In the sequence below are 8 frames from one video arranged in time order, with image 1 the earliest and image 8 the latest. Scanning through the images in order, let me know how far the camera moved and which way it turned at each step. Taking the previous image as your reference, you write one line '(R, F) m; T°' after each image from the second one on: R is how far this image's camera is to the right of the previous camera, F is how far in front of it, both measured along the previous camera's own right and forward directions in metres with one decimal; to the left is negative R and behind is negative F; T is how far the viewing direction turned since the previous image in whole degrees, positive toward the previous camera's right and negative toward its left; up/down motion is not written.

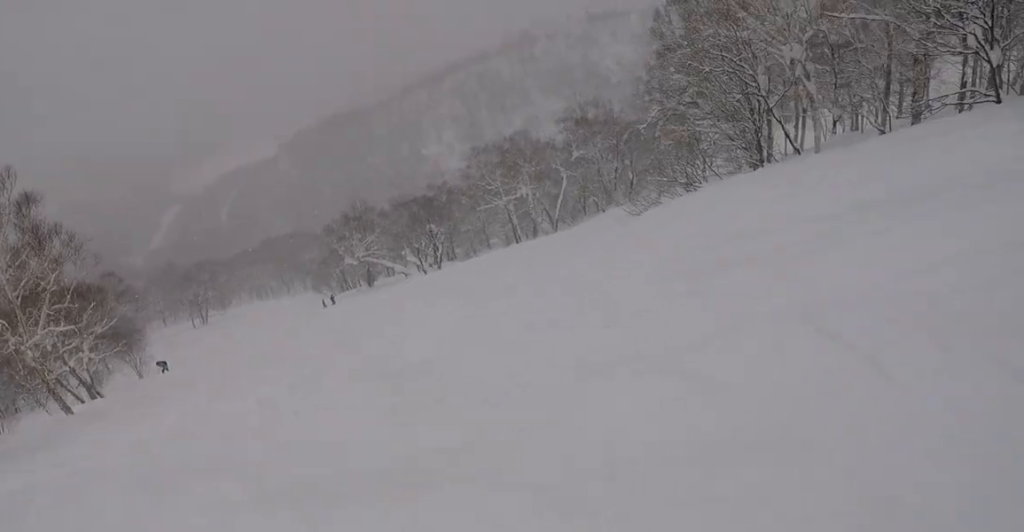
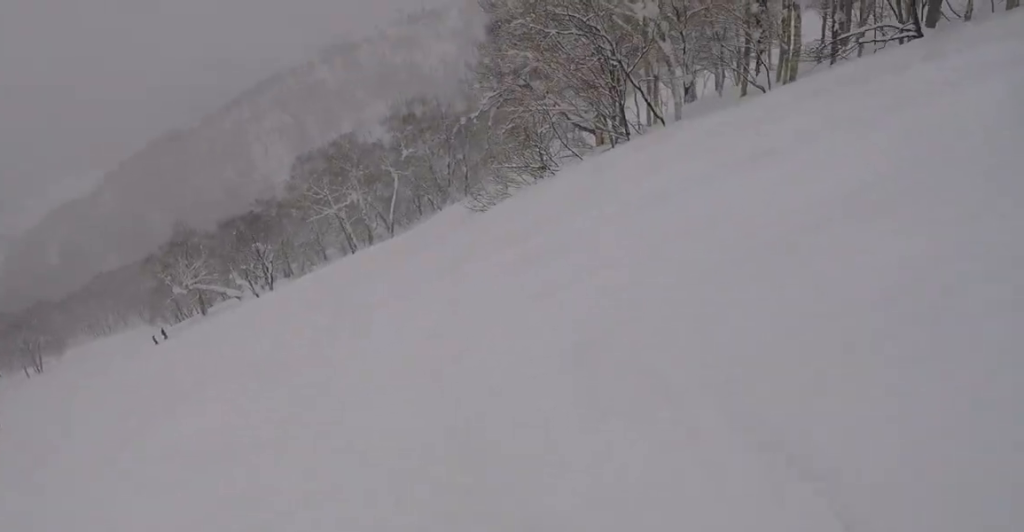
(+0.5, +2.8) m; +20°
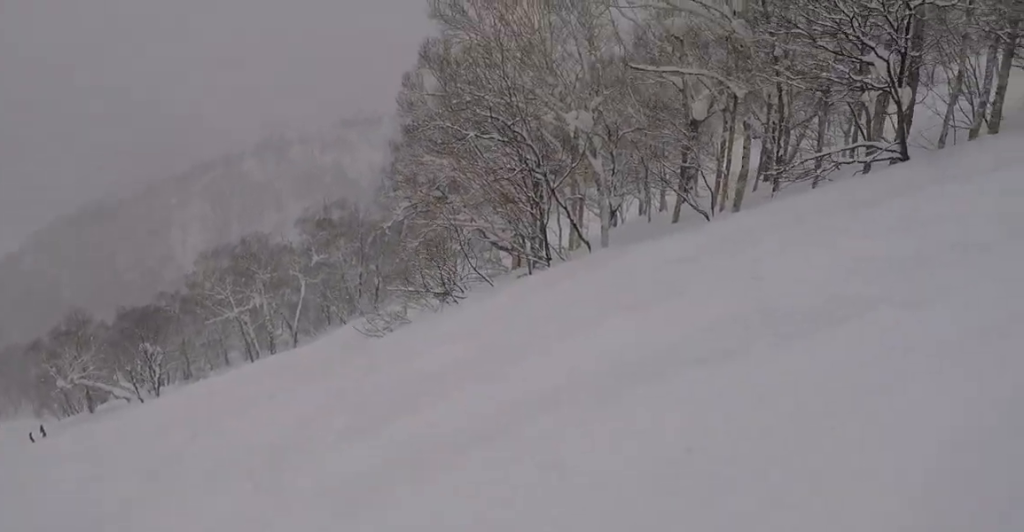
(+0.3, +2.2) m; +12°
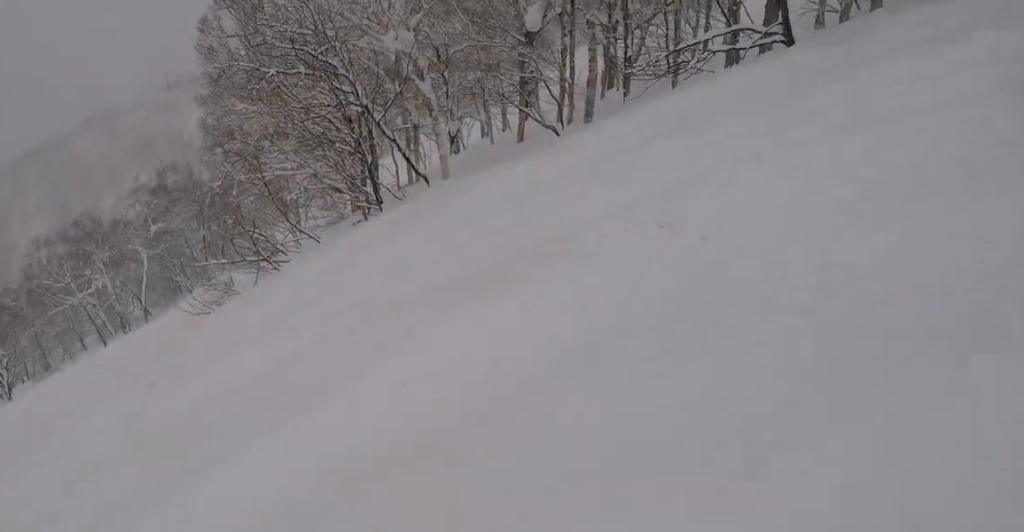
(+0.1, +1.7) m; +1°
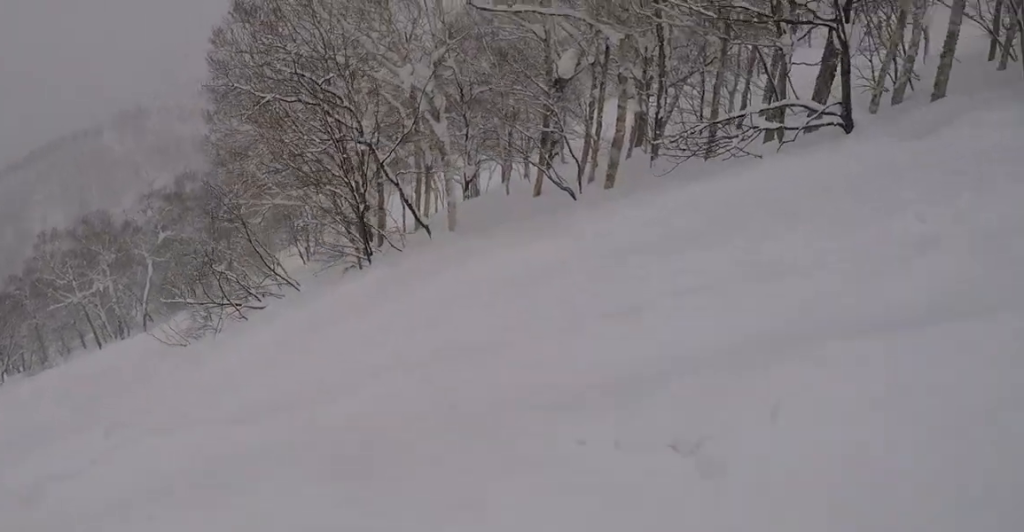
(+0.1, +1.7) m; 0°
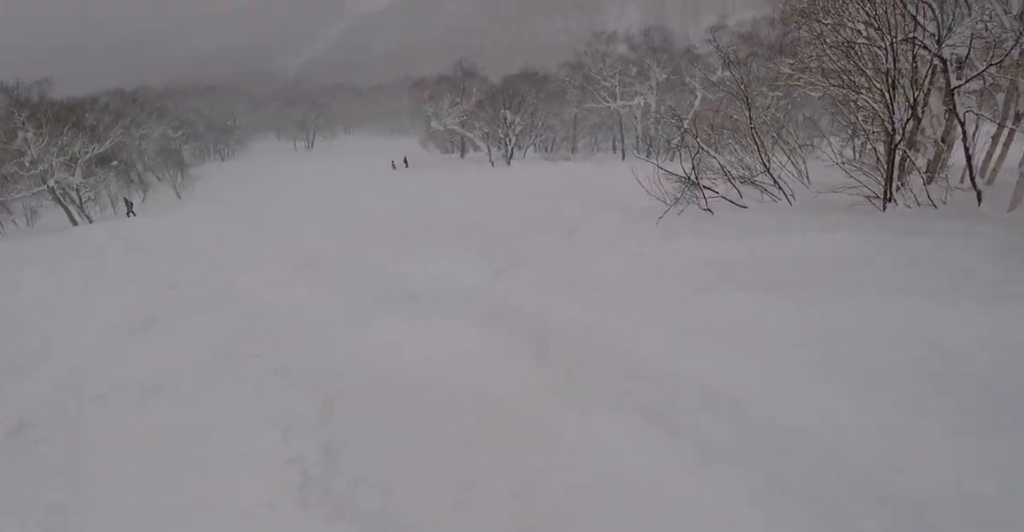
(-0.7, +3.6) m; -55°
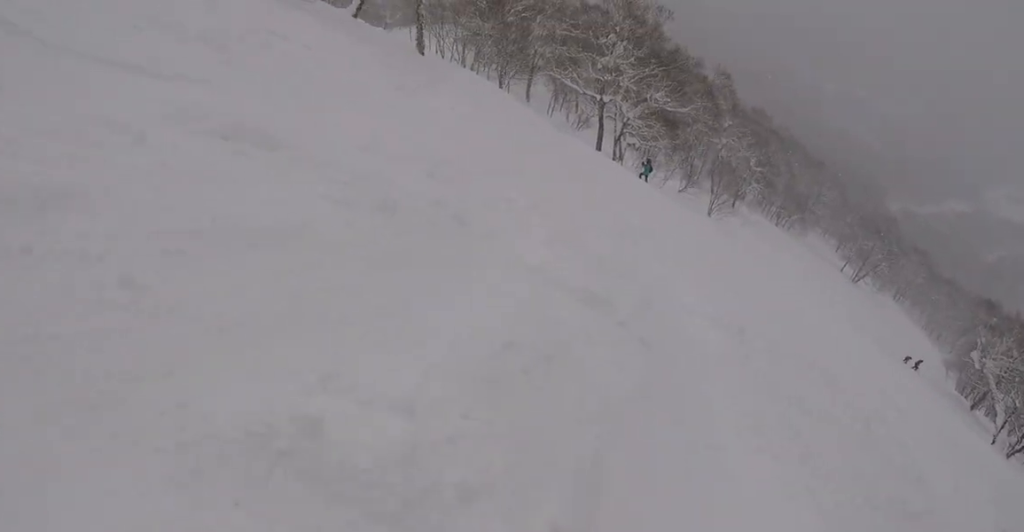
(-3.9, +5.3) m; -45°
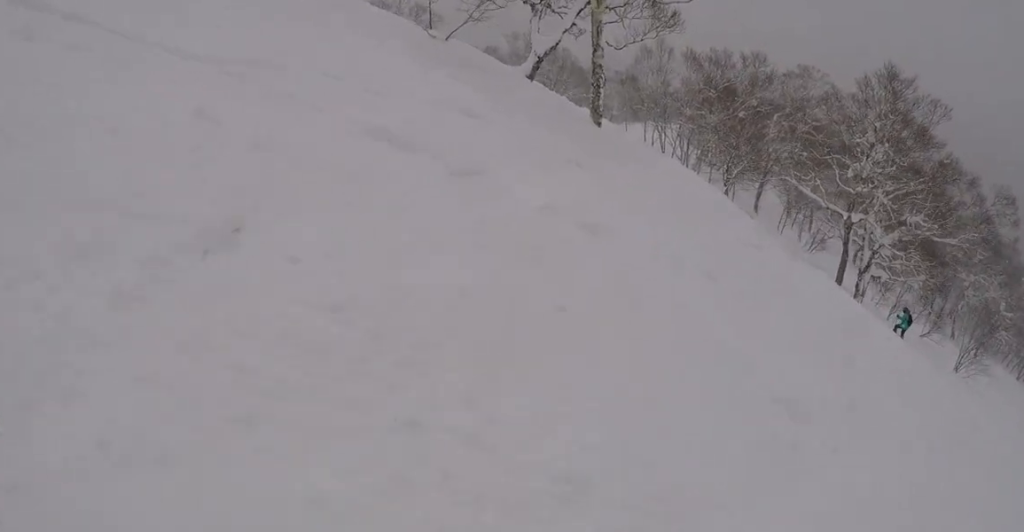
(-1.1, +6.5) m; -17°
